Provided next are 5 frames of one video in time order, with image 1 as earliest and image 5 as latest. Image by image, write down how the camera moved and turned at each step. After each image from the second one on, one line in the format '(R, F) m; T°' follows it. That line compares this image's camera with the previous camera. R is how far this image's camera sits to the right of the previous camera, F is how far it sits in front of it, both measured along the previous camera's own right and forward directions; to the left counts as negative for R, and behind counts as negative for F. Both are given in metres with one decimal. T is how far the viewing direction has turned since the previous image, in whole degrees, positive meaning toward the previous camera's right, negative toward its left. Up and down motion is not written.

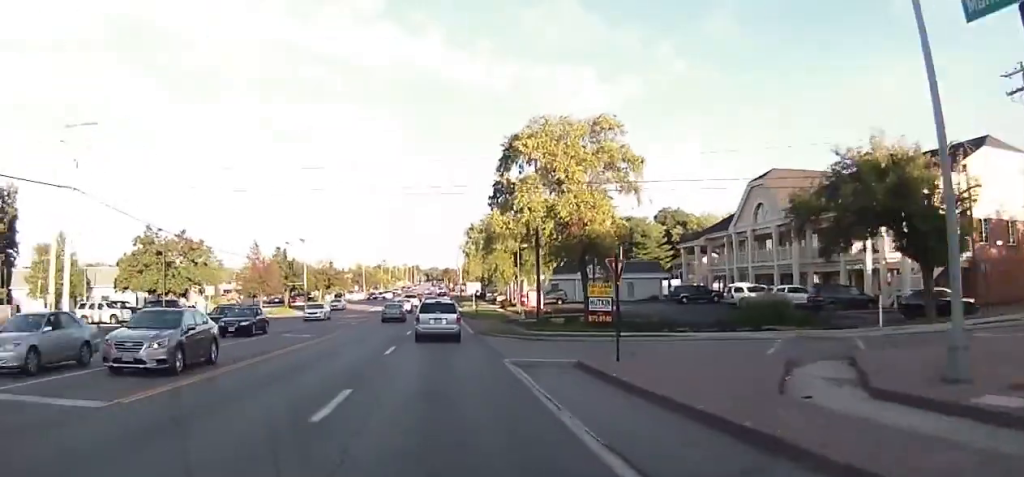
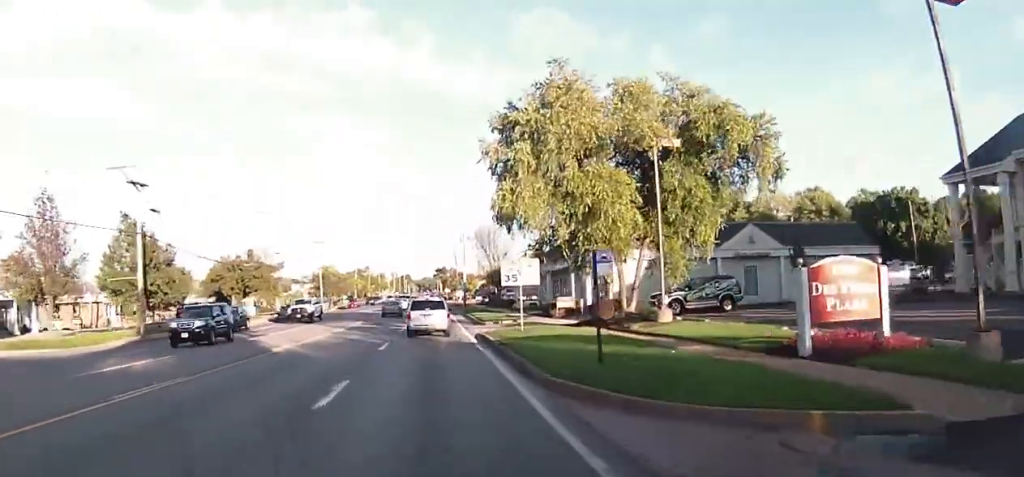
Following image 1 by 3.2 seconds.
(-0.3, +48.1) m; 0°
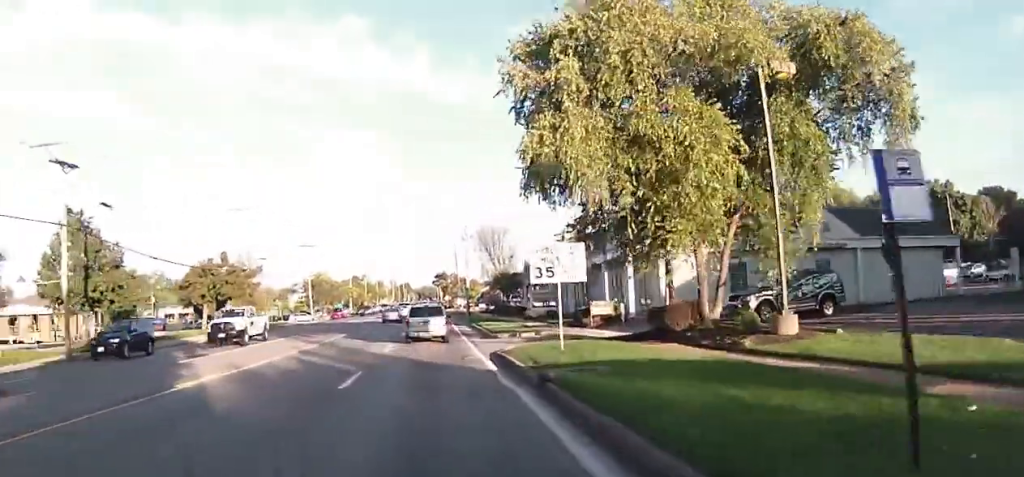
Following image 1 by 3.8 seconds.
(0.0, +9.1) m; 0°
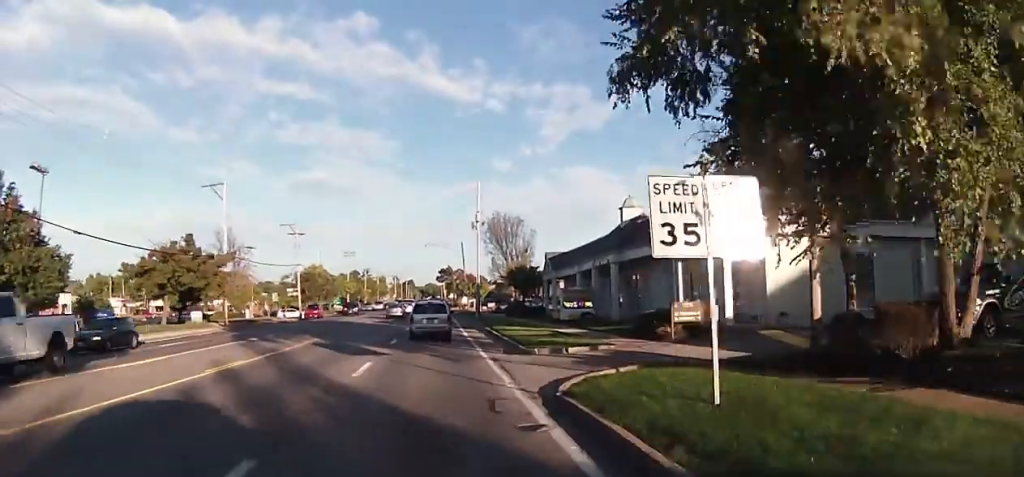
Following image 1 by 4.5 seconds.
(0.0, +10.6) m; +1°
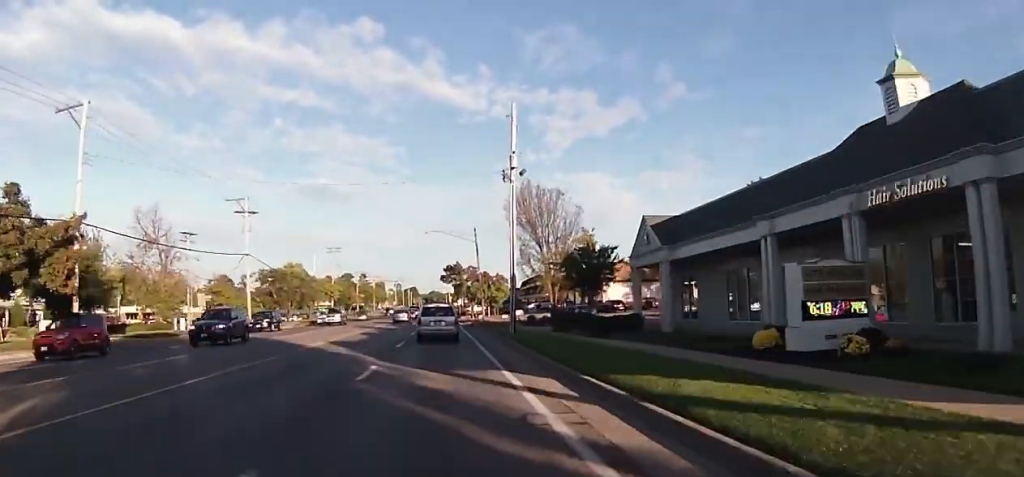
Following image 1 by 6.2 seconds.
(+0.5, +25.2) m; 0°
